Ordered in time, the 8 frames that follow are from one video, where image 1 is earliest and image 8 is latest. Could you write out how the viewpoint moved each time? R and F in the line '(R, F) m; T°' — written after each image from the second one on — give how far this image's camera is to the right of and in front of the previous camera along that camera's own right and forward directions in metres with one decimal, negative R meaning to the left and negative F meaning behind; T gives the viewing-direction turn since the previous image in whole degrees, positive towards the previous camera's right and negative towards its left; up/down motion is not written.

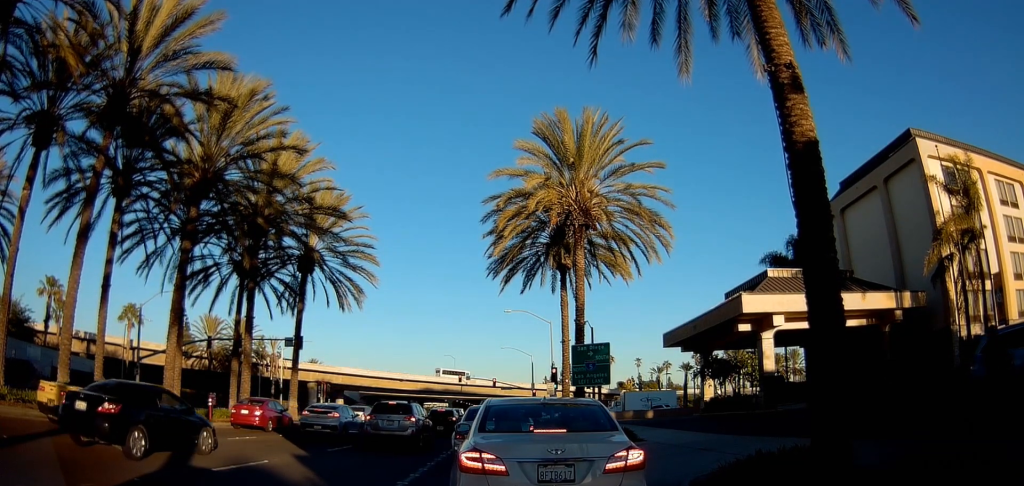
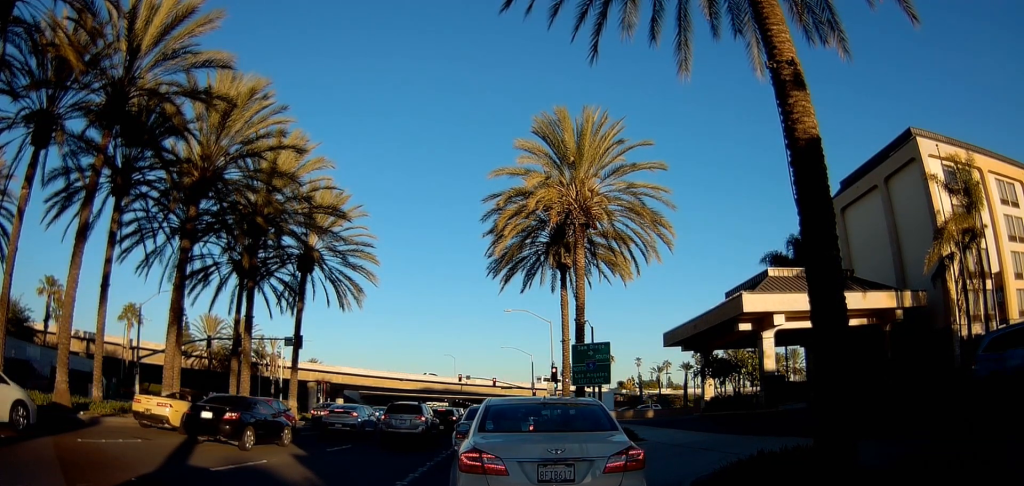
(0.0, 0.0) m; 0°
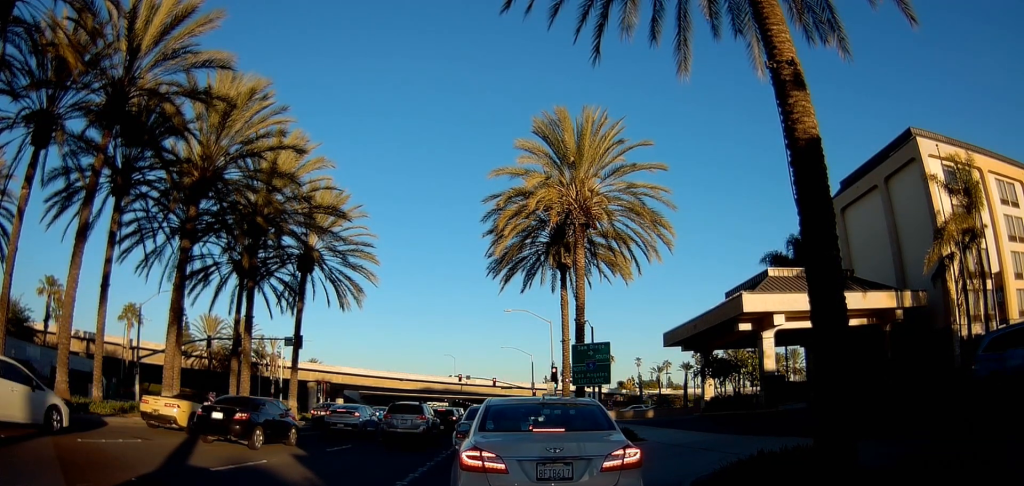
(0.0, 0.0) m; 0°
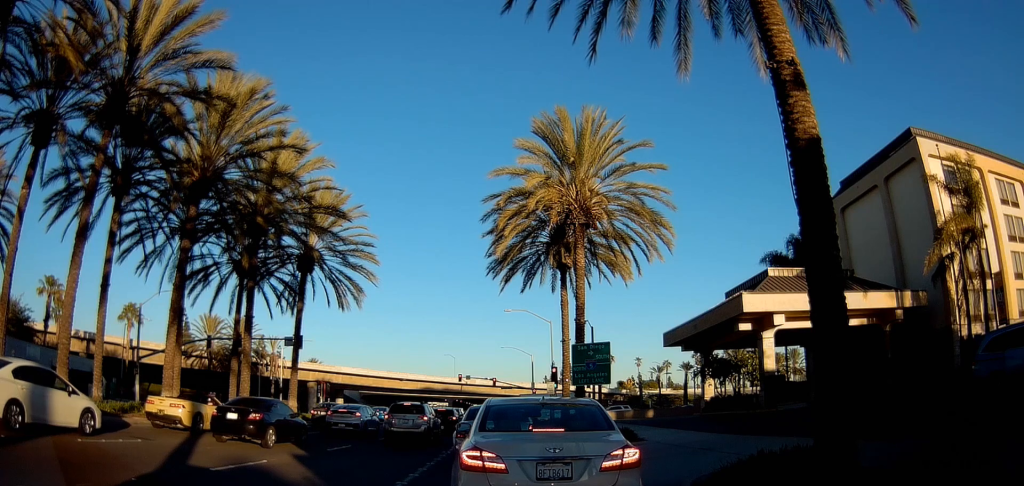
(0.0, 0.0) m; 0°
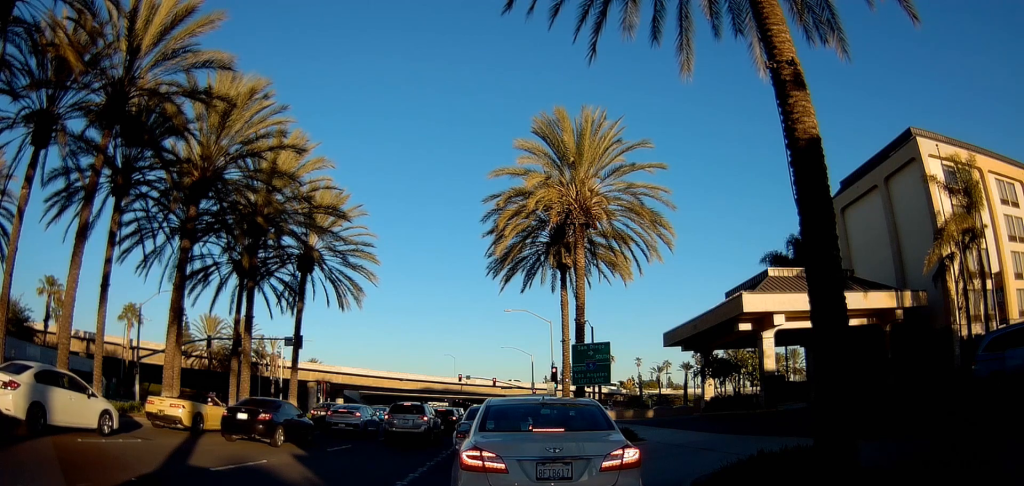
(0.0, 0.0) m; 0°
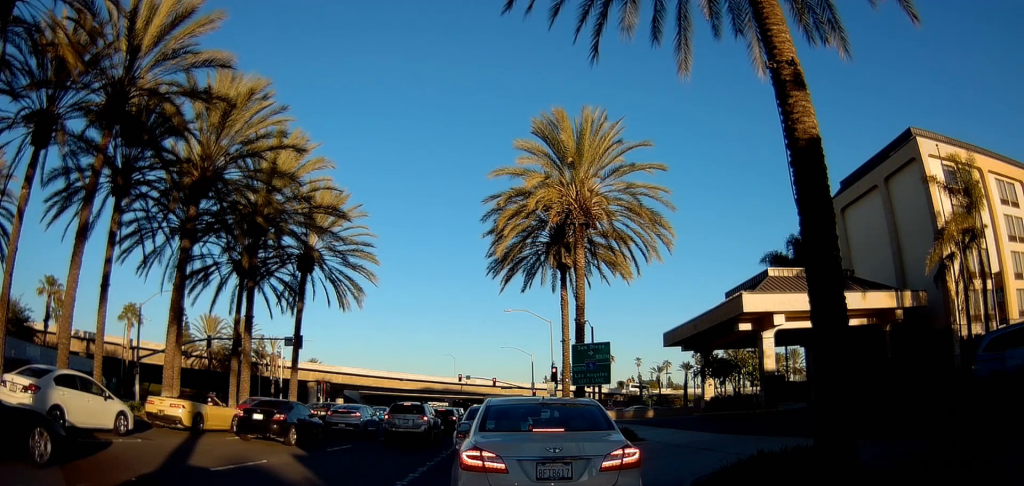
(0.0, 0.0) m; 0°
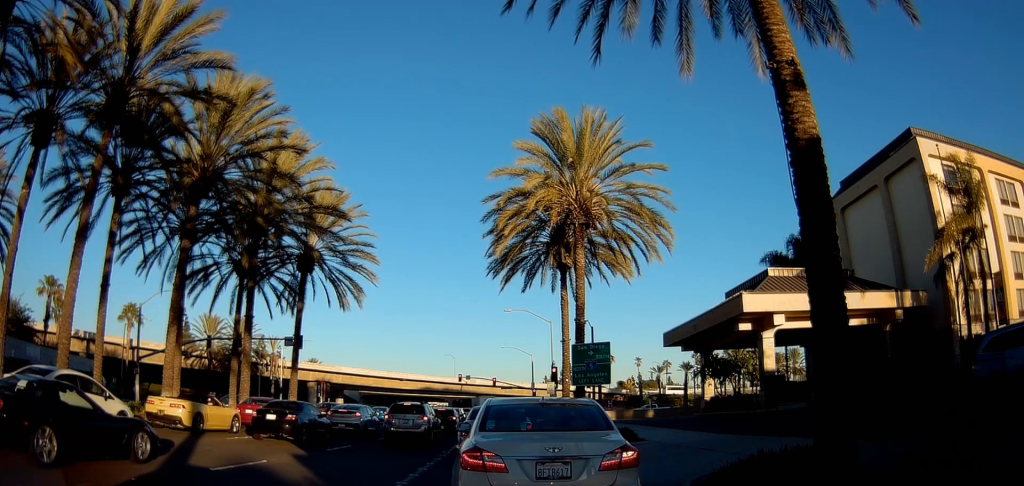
(0.0, 0.0) m; 0°
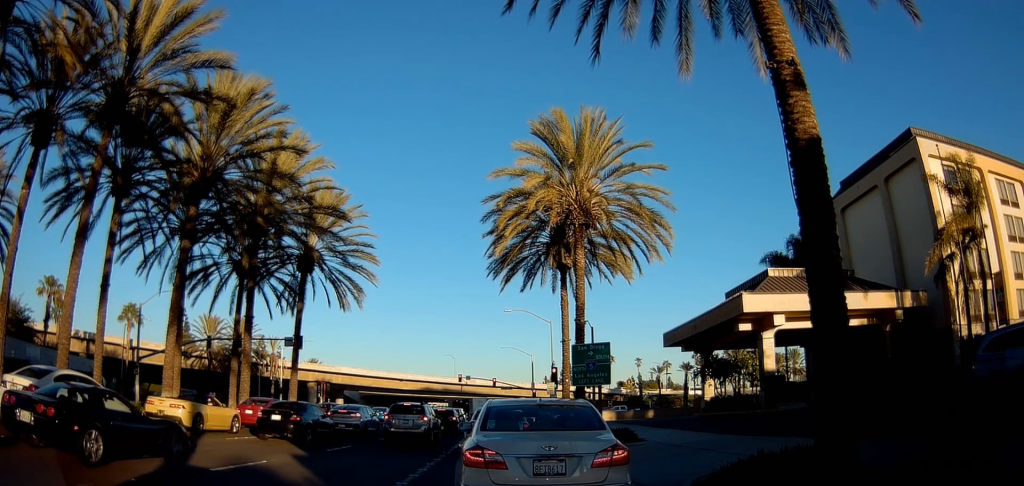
(0.0, 0.0) m; 0°
